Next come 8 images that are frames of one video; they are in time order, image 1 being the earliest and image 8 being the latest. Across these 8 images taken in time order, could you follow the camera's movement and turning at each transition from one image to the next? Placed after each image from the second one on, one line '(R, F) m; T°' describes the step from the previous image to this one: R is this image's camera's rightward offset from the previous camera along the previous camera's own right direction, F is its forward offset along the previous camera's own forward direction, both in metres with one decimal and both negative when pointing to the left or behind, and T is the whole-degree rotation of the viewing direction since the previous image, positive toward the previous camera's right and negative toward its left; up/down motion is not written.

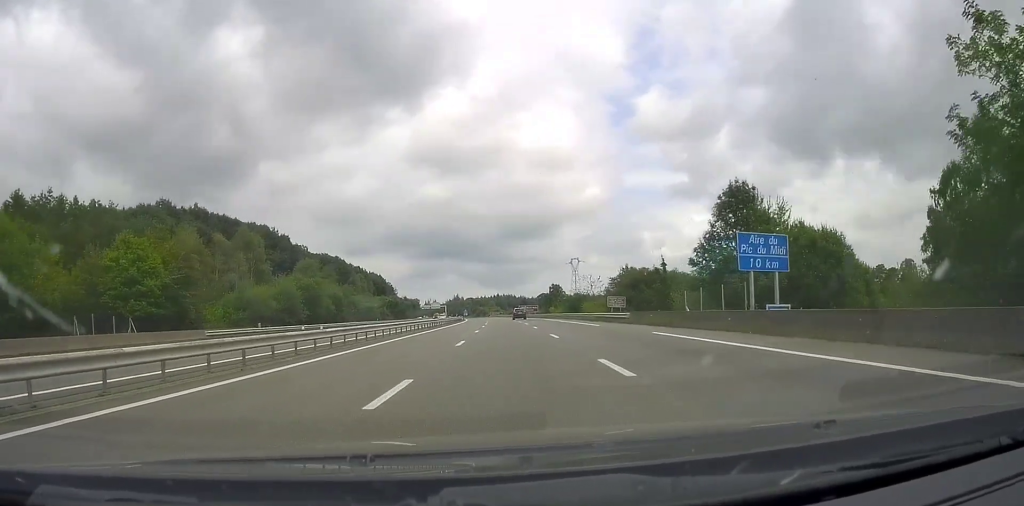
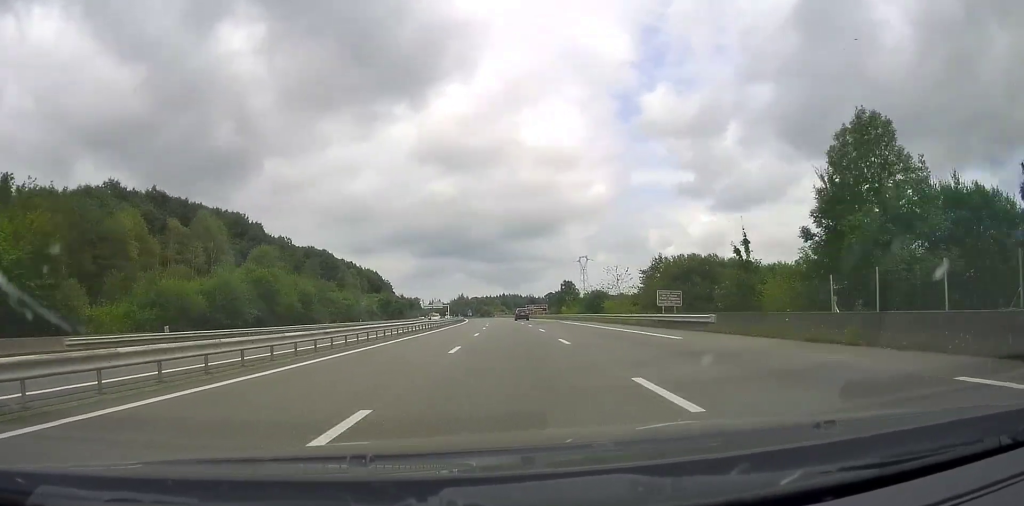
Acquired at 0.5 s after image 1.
(0.0, +16.2) m; -1°
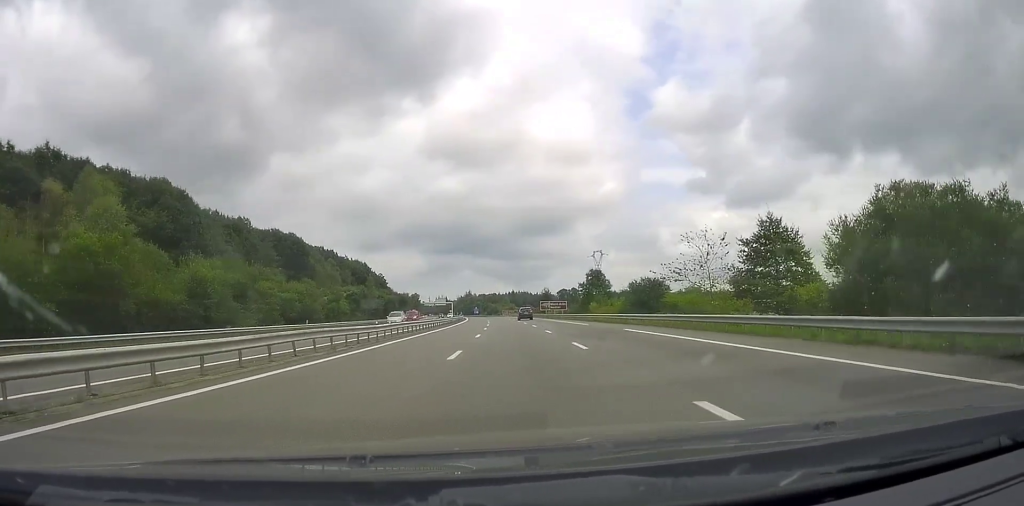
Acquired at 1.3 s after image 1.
(-1.0, +28.3) m; -1°
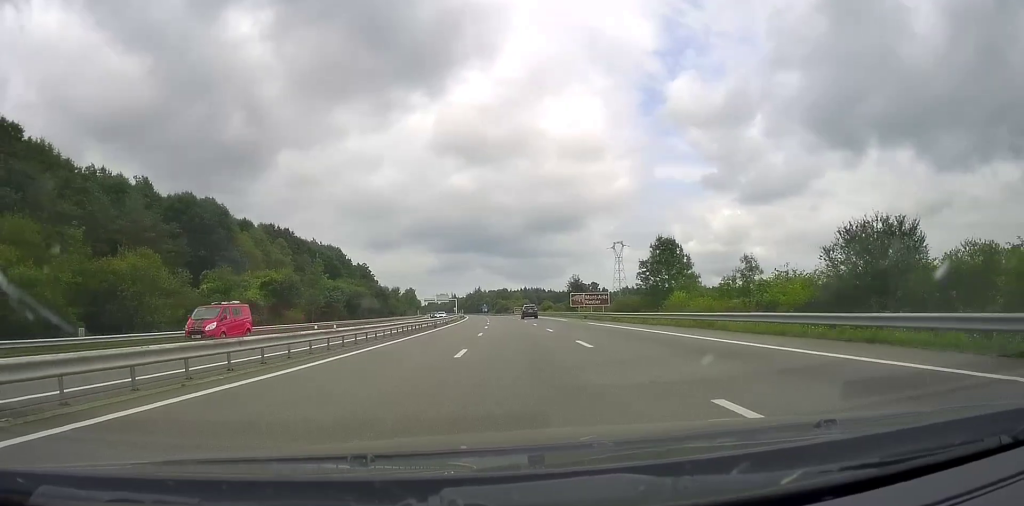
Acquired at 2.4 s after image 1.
(+0.5, +38.5) m; +1°
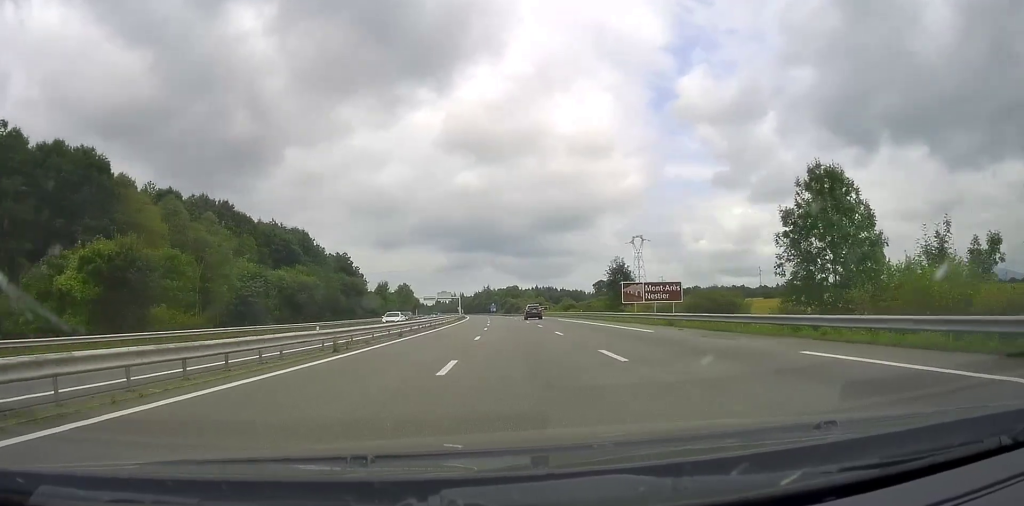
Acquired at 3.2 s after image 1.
(-0.1, +30.3) m; -1°
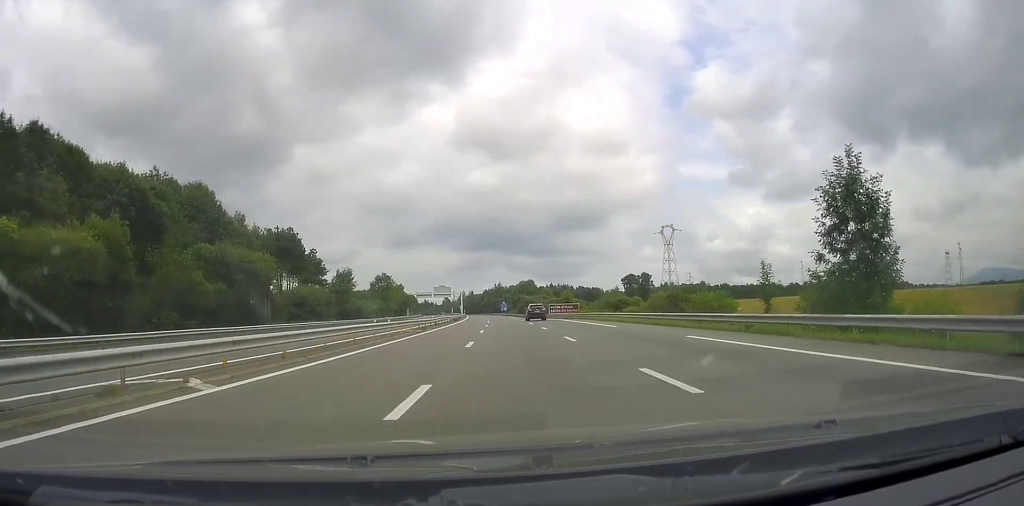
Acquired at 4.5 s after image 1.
(-0.8, +43.7) m; -2°
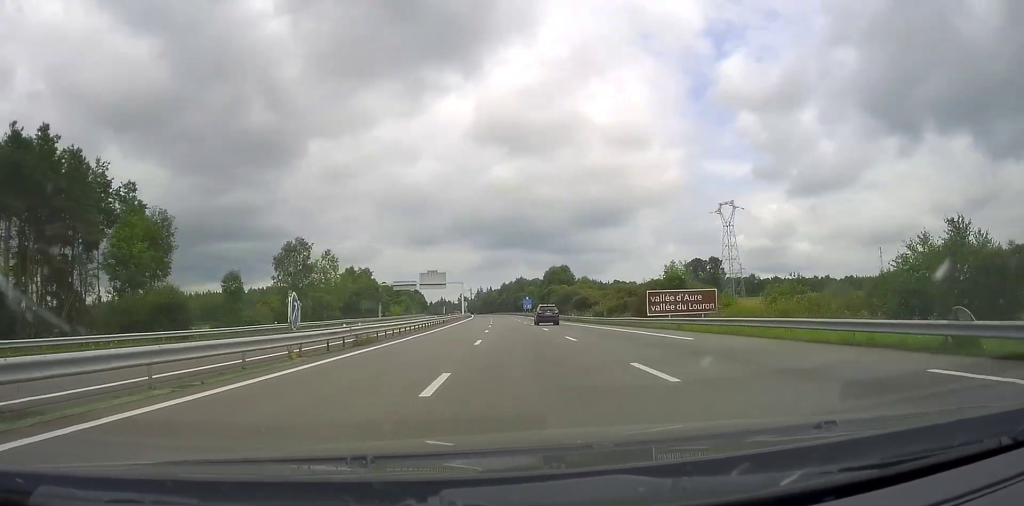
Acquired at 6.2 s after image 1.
(-1.0, +63.1) m; -2°
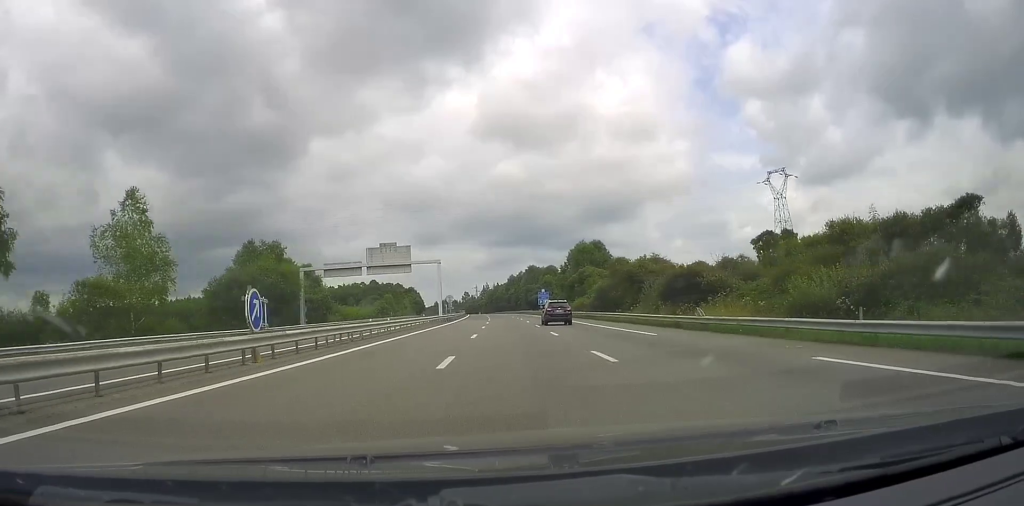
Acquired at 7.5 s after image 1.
(-0.7, +48.1) m; -1°
